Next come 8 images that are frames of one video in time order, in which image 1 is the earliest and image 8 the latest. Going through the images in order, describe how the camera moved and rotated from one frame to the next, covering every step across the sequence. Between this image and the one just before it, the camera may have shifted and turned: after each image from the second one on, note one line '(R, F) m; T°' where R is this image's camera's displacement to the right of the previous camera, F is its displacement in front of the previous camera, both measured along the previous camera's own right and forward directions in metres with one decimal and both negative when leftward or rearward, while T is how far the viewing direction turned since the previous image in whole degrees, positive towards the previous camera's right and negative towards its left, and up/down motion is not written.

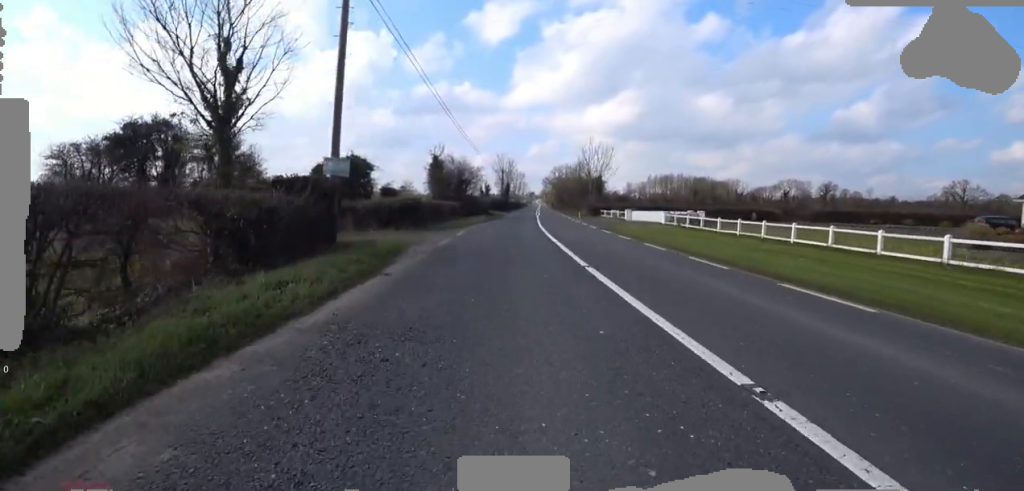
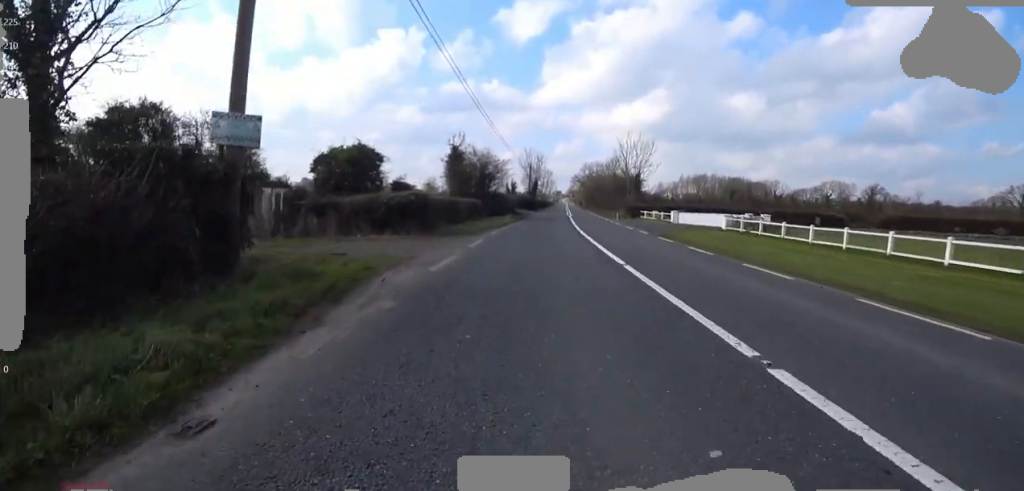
(-0.2, +5.1) m; -1°
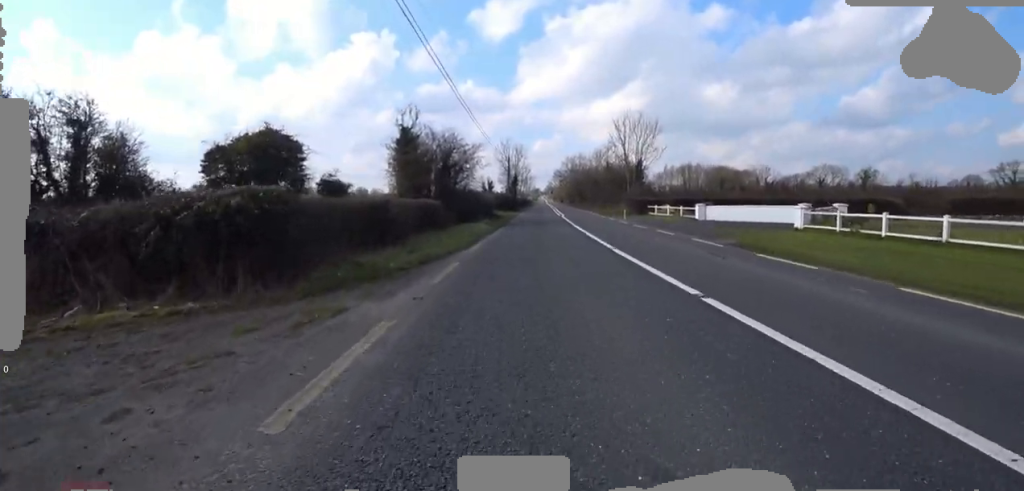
(+0.6, +9.0) m; +4°
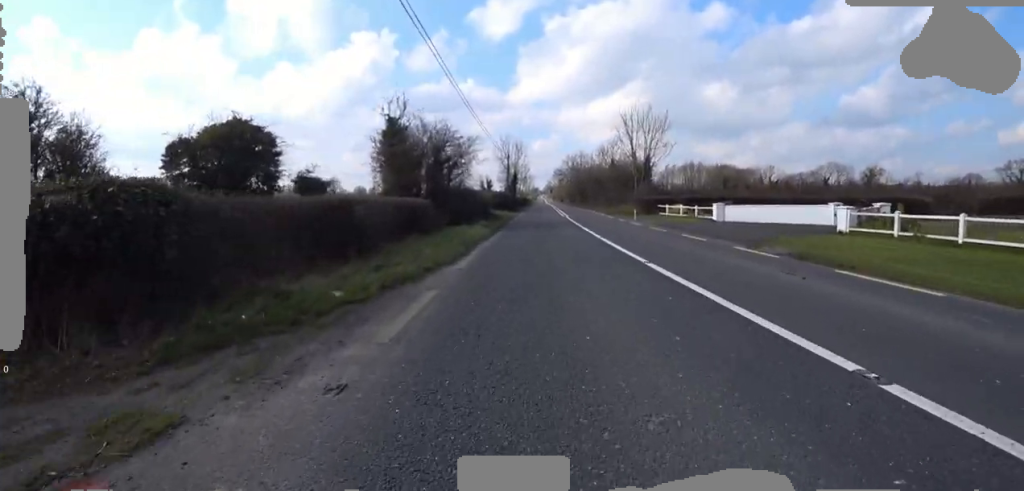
(0.0, +2.6) m; 0°
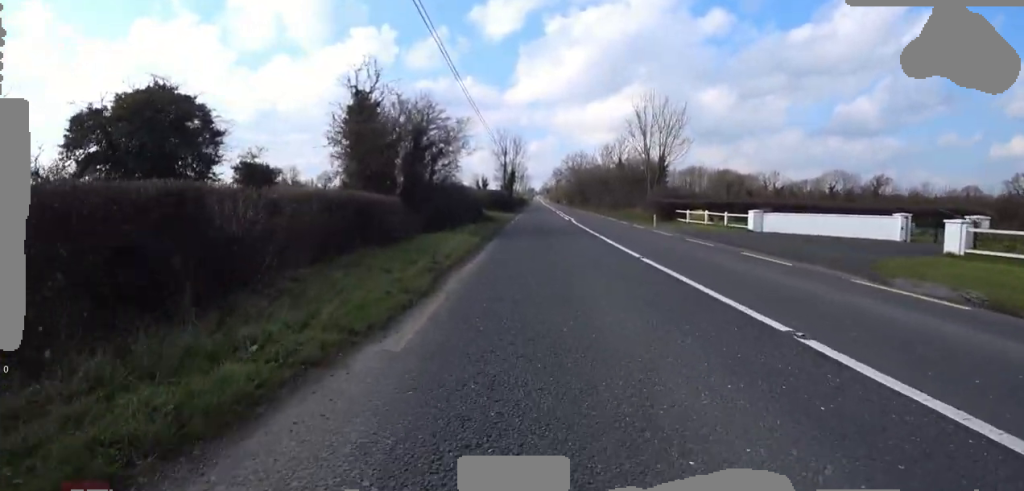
(-0.3, +4.4) m; 0°
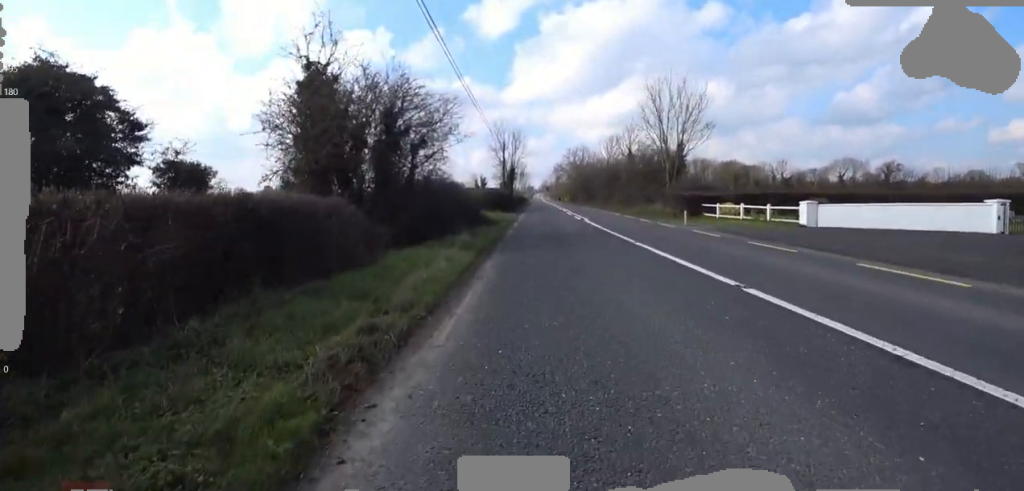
(+0.3, +3.9) m; +2°
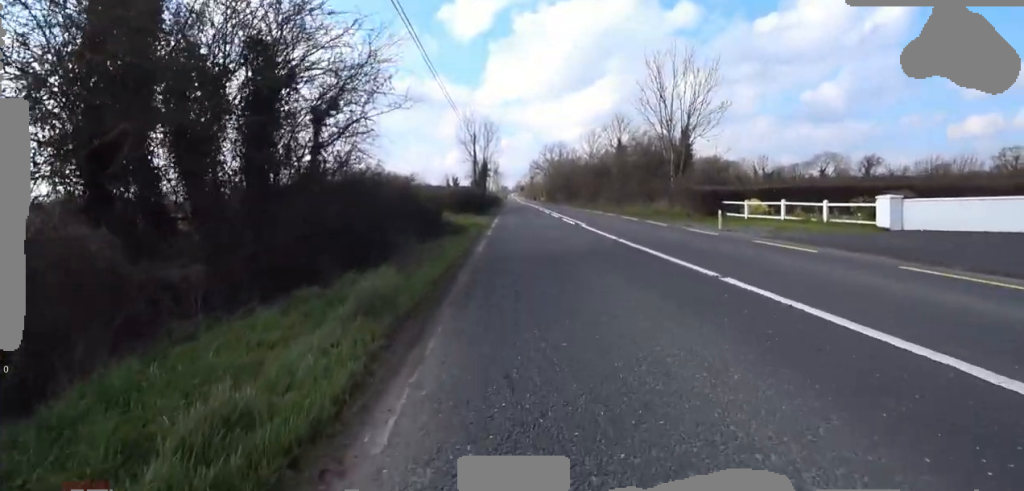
(0.0, +5.5) m; -1°
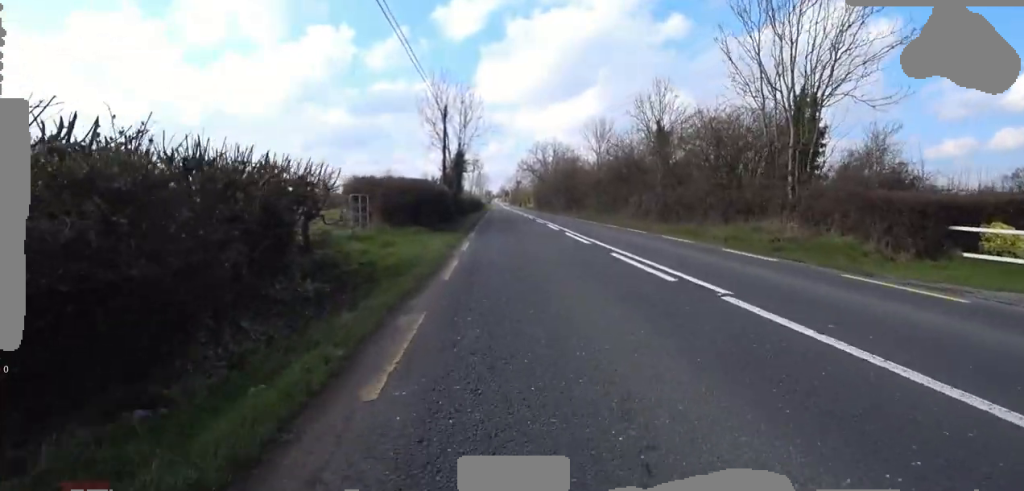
(-0.5, +11.5) m; -1°
